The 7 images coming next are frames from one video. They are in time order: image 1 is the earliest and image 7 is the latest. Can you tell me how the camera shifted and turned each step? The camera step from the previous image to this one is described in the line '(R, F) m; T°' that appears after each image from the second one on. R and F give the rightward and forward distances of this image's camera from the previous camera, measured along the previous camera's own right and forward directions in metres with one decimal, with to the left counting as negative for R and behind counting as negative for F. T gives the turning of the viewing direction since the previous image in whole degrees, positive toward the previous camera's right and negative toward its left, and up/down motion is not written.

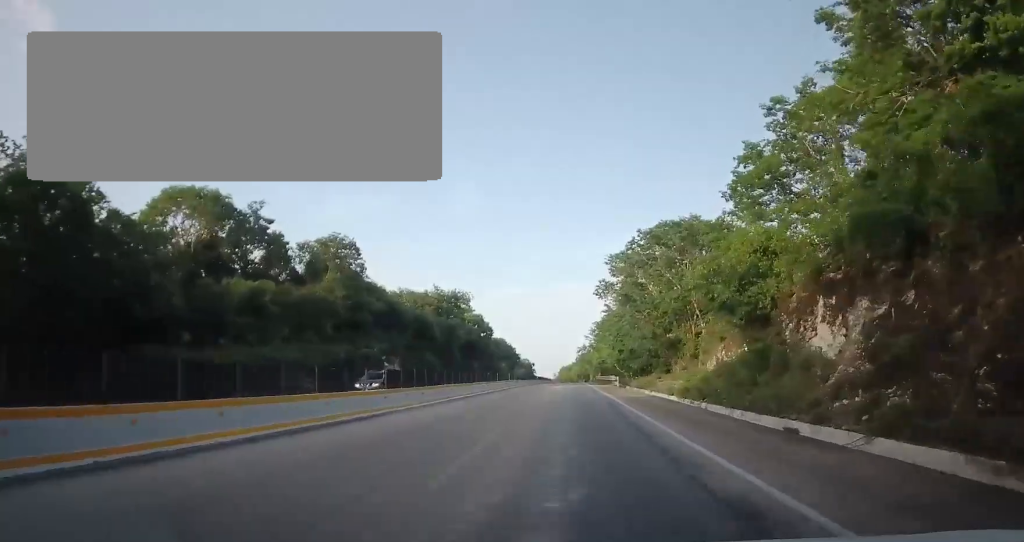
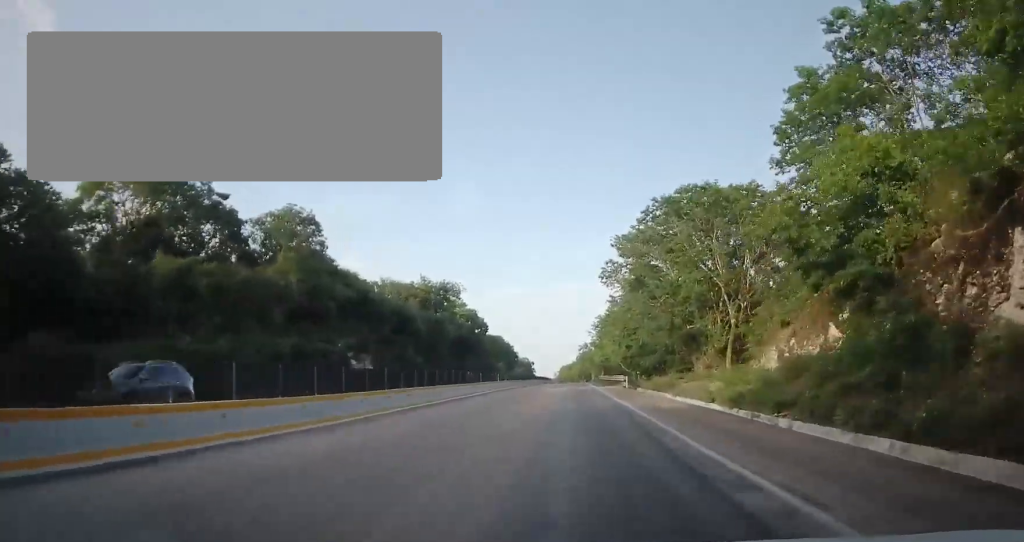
(-0.1, +10.1) m; 0°
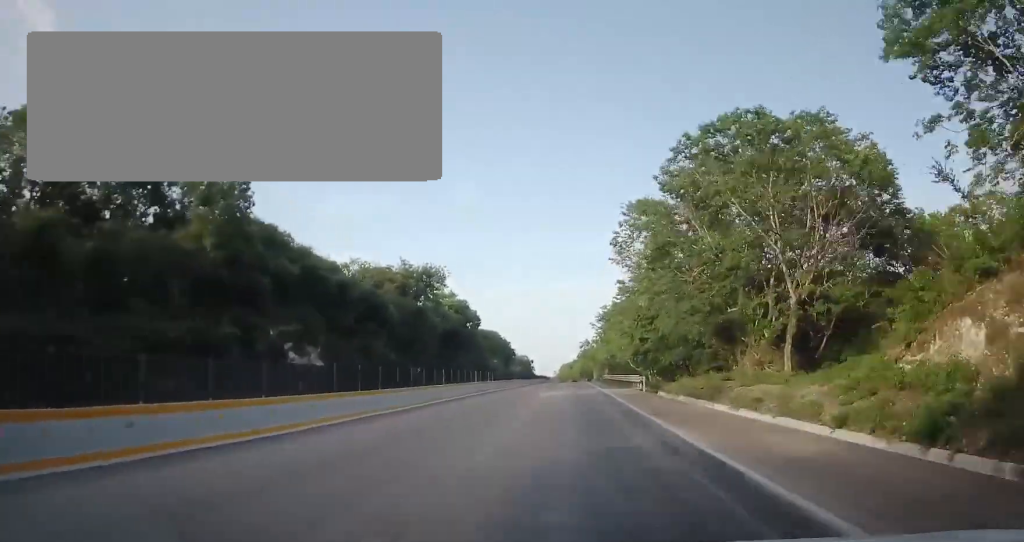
(-0.1, +12.8) m; +1°
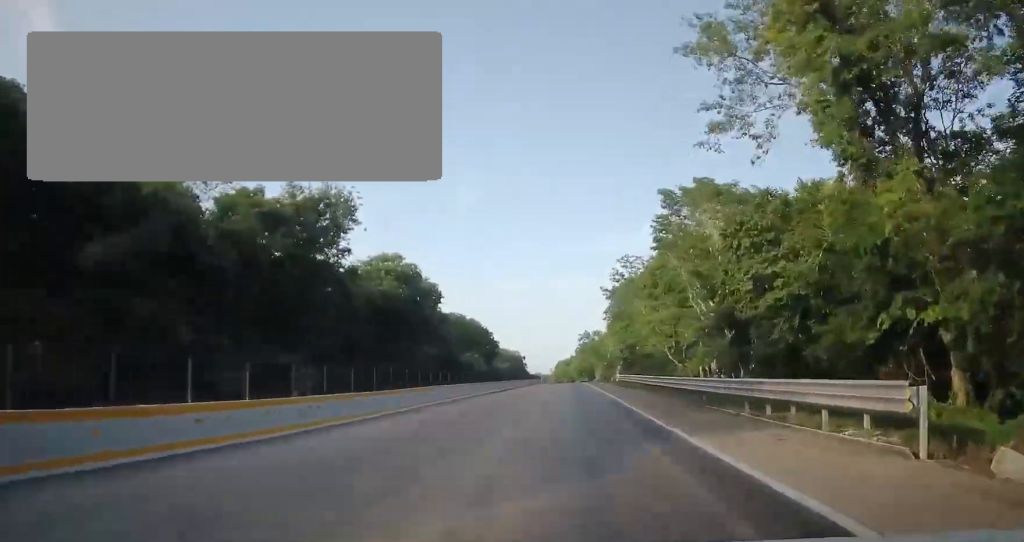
(+1.1, +36.1) m; +2°
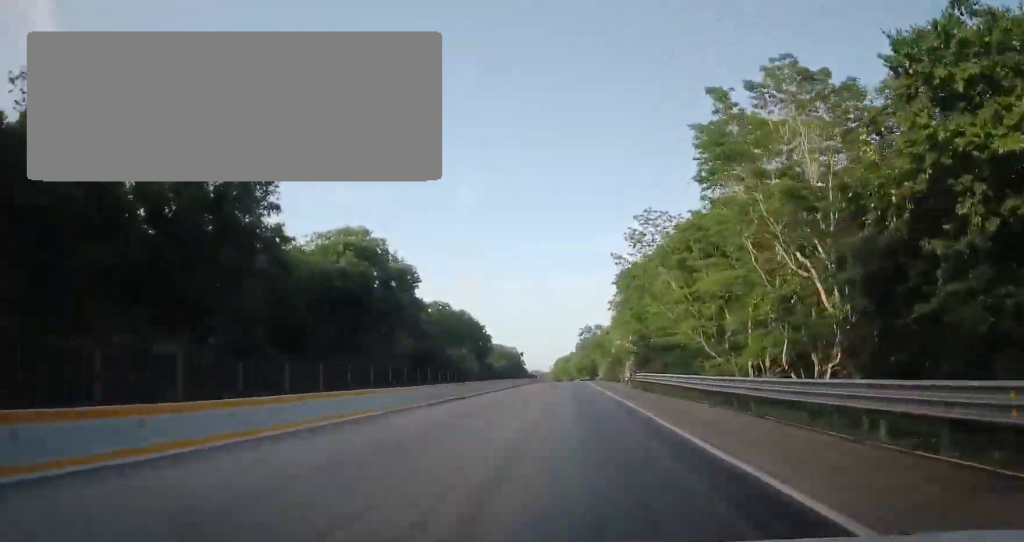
(0.0, +14.0) m; 0°
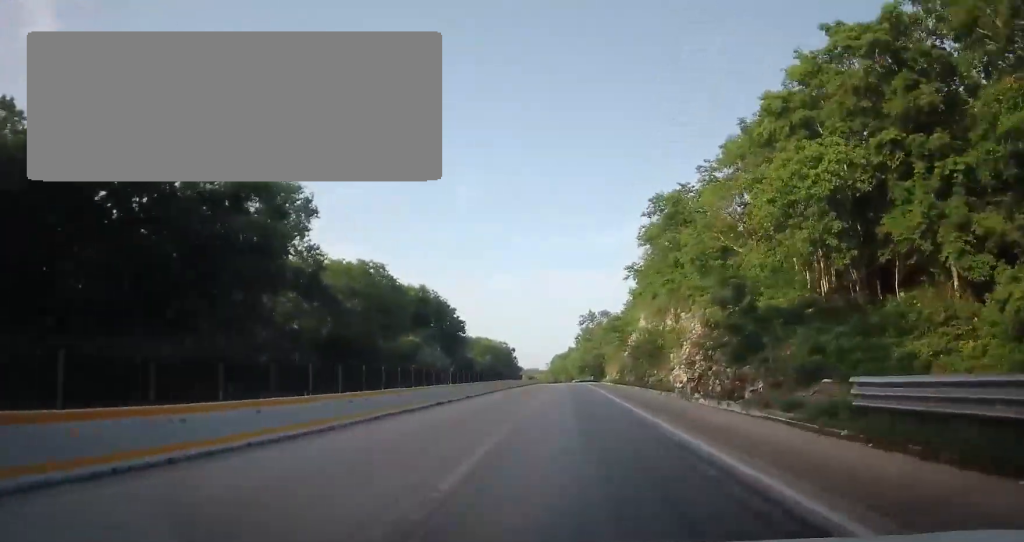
(0.0, +34.0) m; +1°
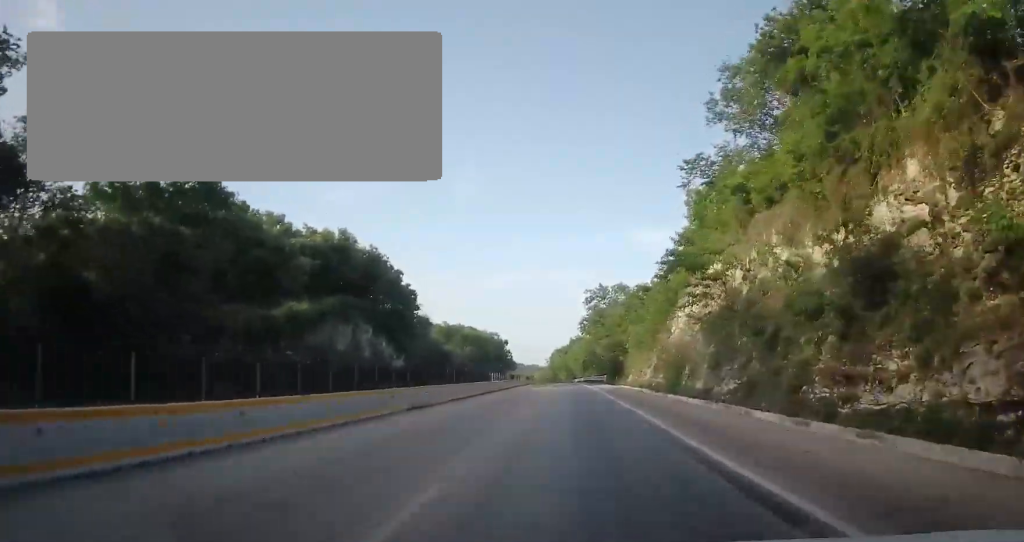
(+0.2, +35.6) m; 0°
